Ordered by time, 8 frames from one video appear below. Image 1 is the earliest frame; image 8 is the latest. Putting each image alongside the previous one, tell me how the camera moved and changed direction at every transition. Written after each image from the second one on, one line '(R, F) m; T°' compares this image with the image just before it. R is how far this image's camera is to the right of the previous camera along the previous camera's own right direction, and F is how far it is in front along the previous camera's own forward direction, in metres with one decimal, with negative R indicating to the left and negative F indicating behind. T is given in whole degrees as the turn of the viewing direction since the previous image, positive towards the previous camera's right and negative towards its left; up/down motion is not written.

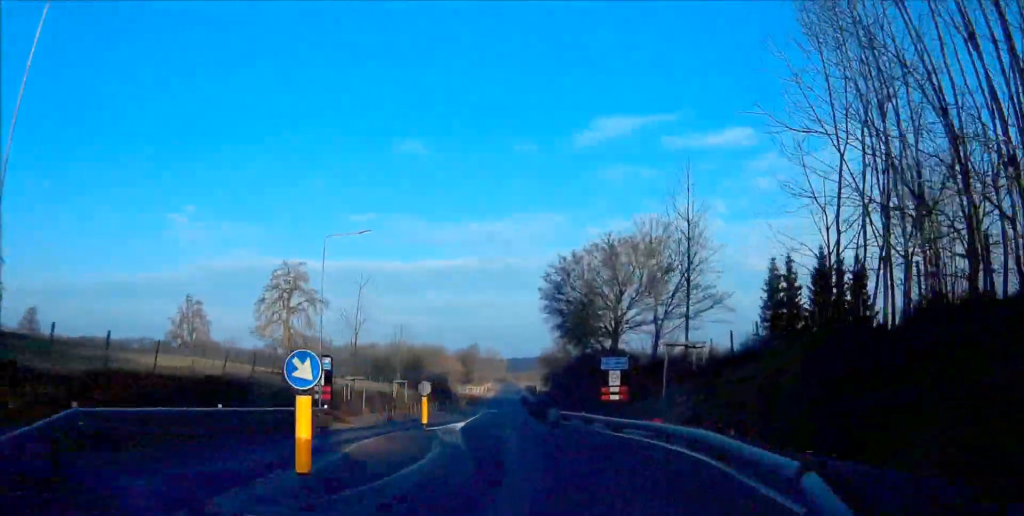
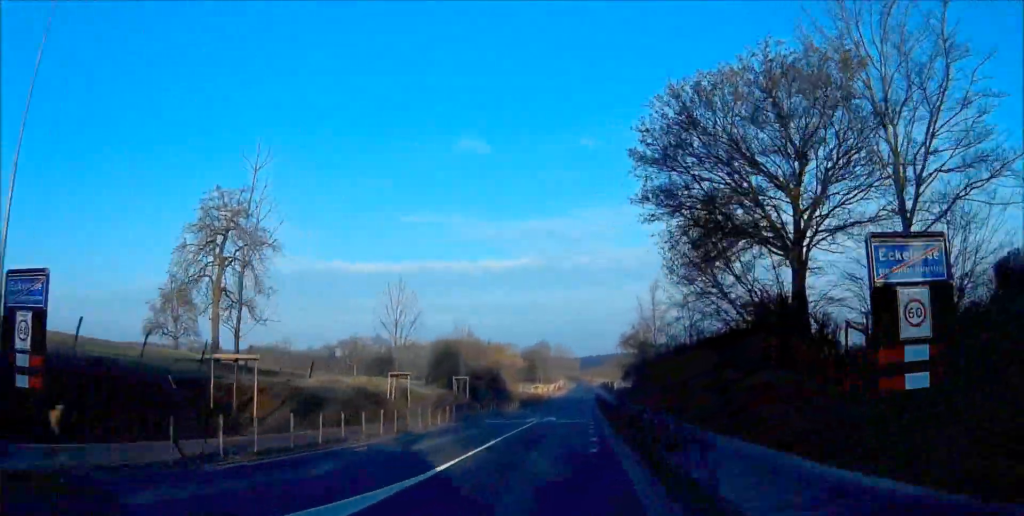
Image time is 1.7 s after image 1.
(-0.4, +25.8) m; -1°
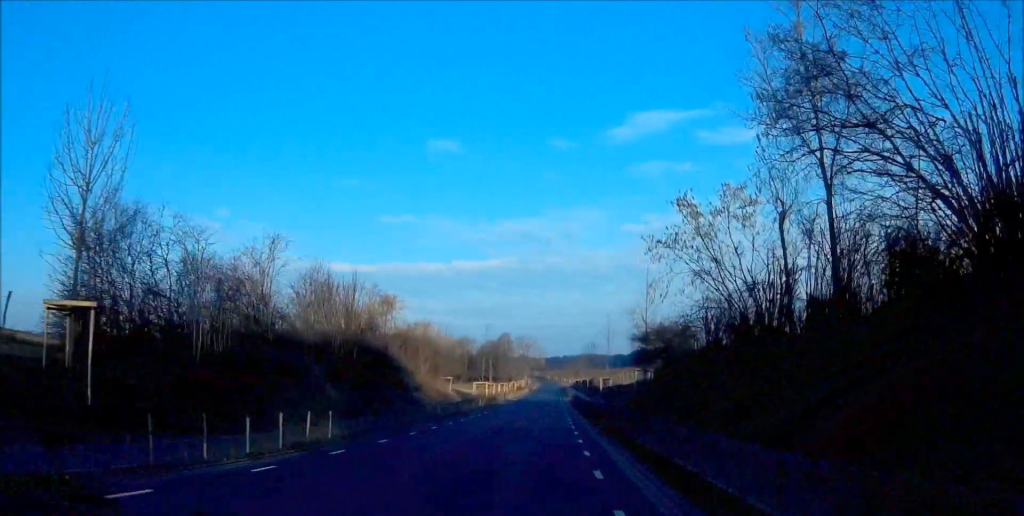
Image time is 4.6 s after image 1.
(-0.1, +48.2) m; 0°
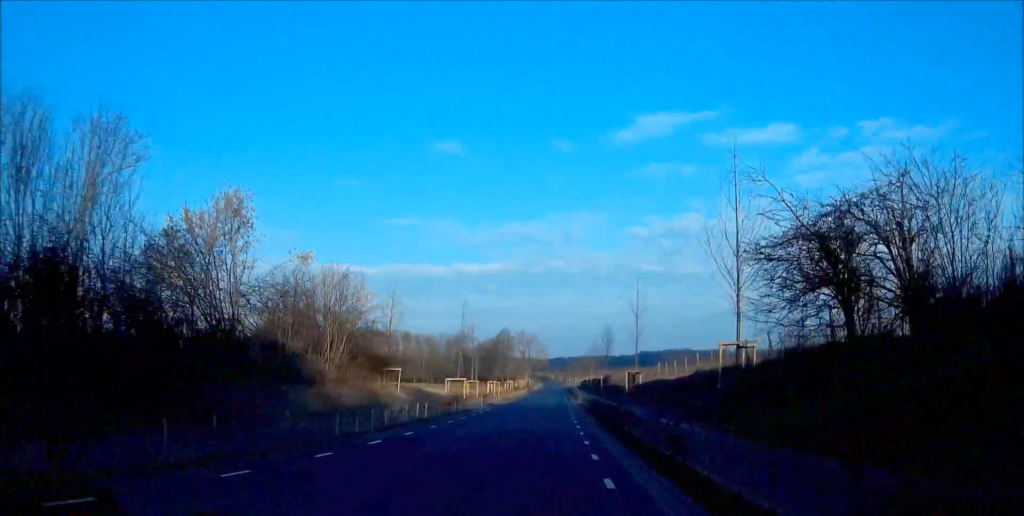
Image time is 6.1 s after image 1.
(-0.1, +25.4) m; 0°
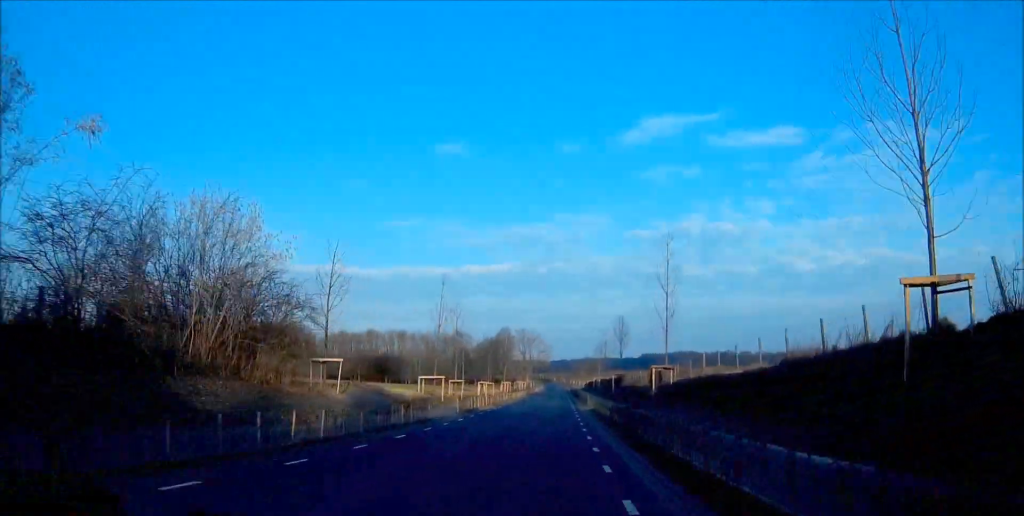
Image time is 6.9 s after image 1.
(0.0, +14.1) m; 0°
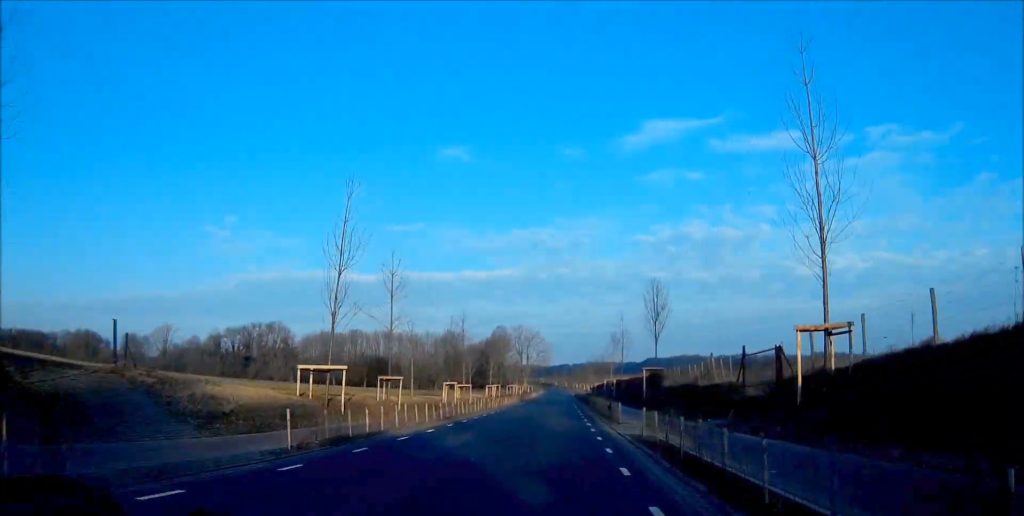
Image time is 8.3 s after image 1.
(-0.1, +25.2) m; 0°
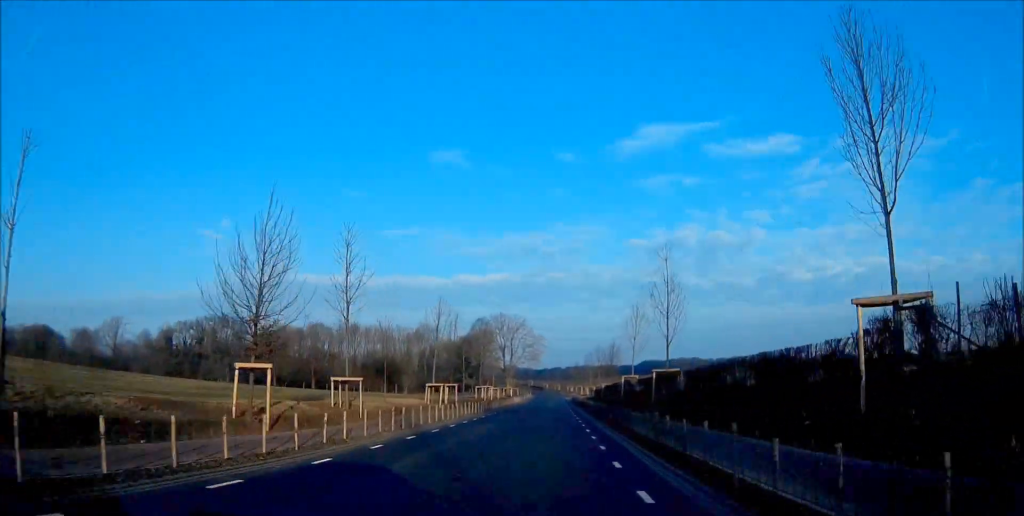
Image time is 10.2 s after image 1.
(+0.1, +35.6) m; 0°
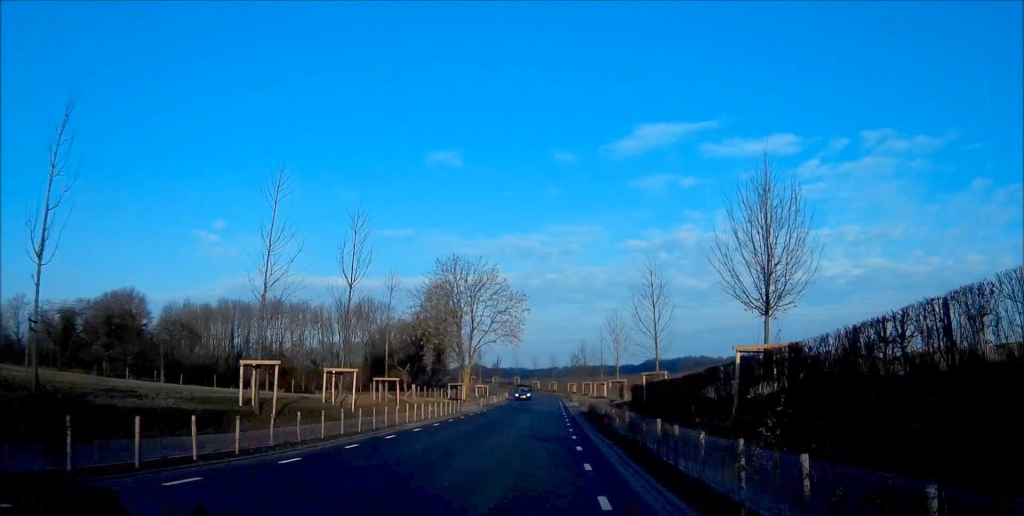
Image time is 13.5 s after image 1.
(+0.1, +62.6) m; 0°
